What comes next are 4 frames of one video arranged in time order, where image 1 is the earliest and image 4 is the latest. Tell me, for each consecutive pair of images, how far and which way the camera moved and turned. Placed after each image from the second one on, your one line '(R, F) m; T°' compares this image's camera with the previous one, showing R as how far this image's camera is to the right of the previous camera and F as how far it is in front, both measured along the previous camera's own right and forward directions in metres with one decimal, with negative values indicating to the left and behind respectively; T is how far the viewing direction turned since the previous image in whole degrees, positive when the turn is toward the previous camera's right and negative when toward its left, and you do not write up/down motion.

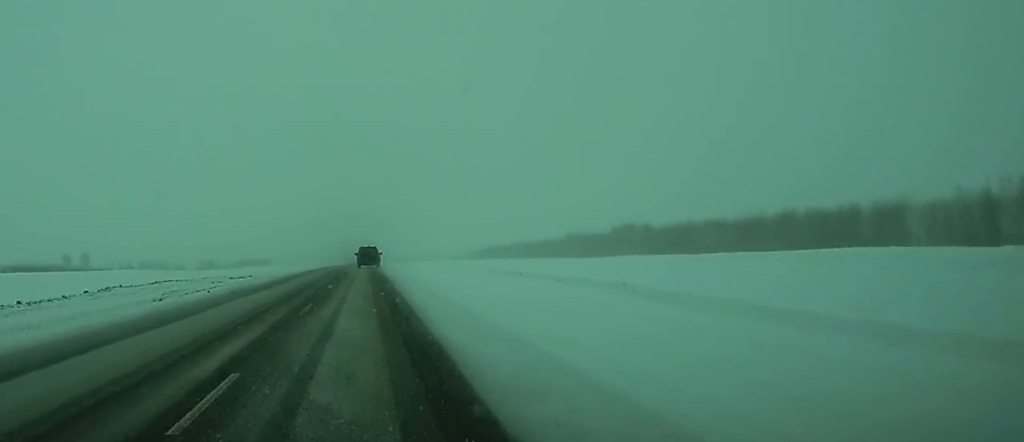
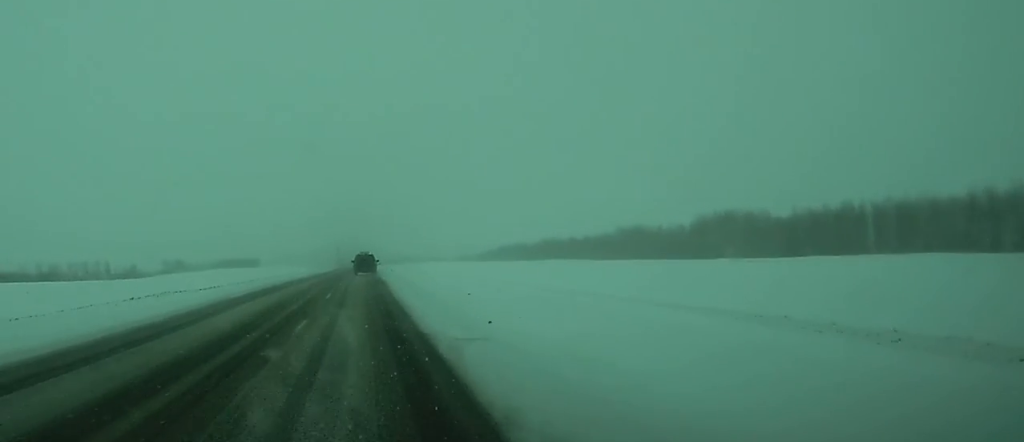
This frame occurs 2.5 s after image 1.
(0.0, +62.7) m; 0°
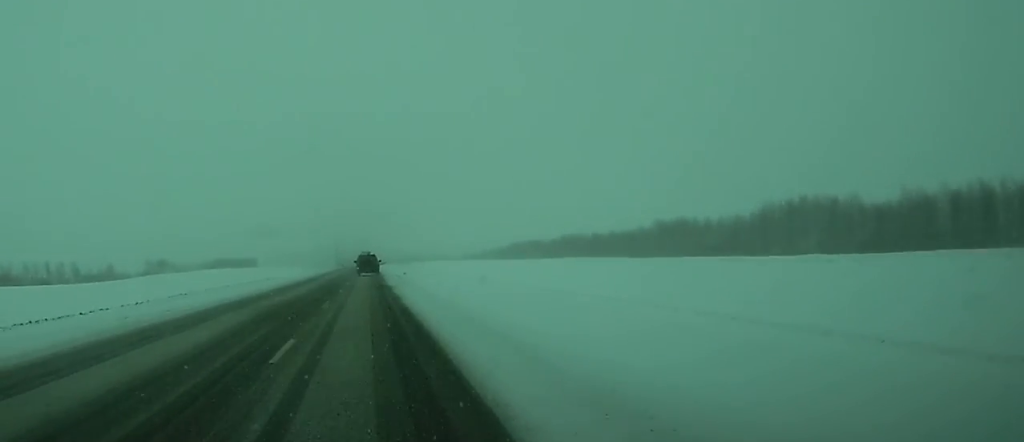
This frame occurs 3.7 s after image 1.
(-0.1, +28.5) m; 0°
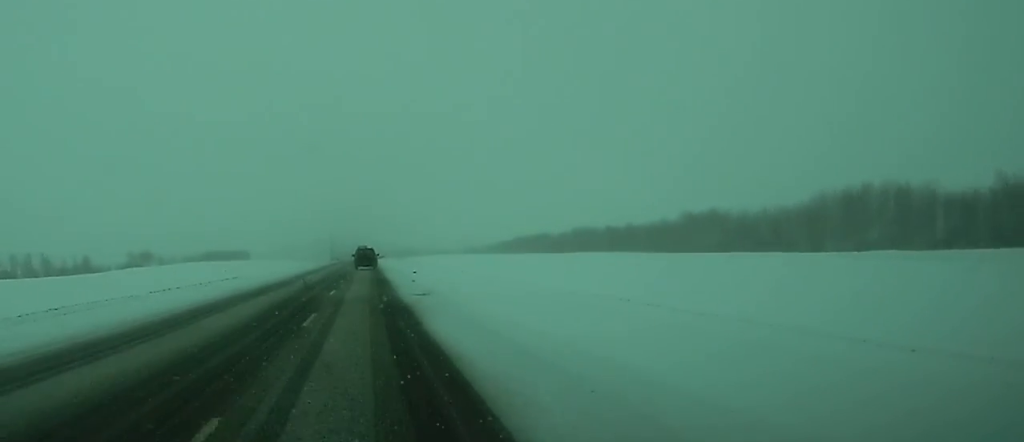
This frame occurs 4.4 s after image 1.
(0.0, +18.6) m; 0°
